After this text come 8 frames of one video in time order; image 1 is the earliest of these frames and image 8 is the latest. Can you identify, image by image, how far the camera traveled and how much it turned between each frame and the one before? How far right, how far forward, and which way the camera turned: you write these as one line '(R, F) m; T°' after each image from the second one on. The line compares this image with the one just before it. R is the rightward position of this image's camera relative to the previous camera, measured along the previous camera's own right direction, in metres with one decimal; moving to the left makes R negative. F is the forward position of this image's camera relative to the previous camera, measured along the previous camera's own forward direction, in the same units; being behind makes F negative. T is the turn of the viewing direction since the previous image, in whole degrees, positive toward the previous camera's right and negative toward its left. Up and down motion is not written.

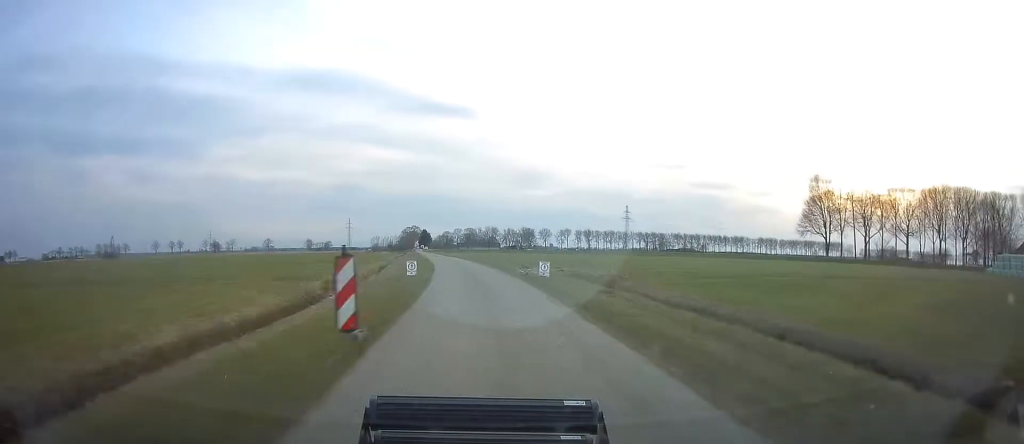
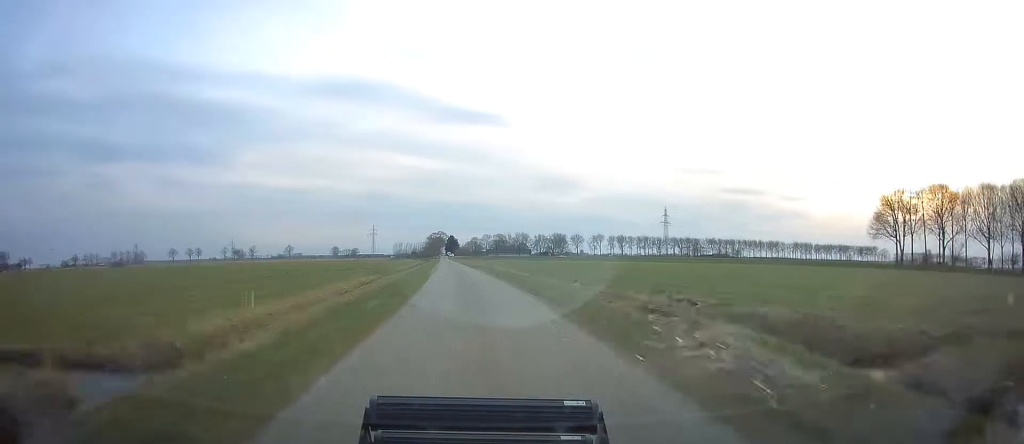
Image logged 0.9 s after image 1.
(-0.4, +21.8) m; -3°
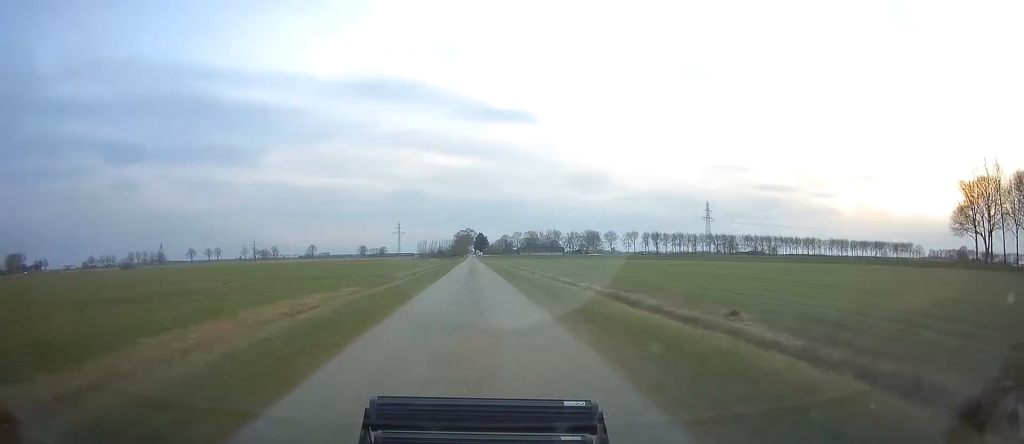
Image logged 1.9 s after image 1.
(-0.8, +22.5) m; -3°
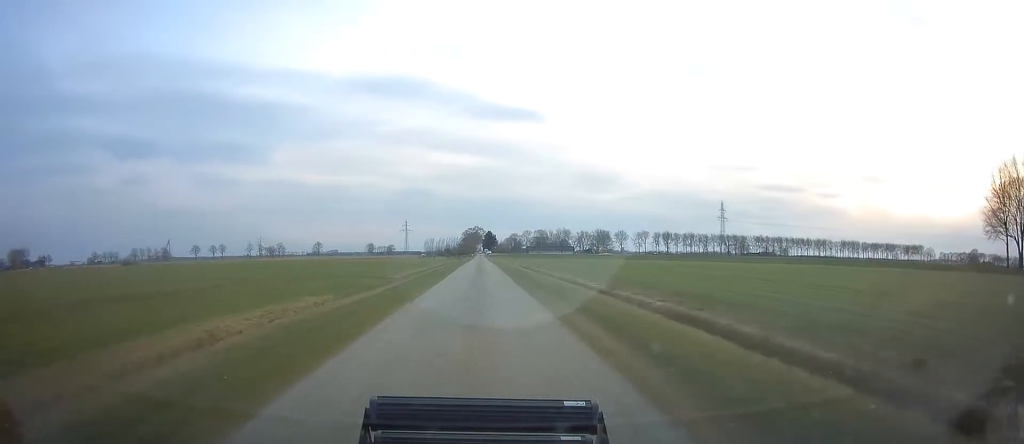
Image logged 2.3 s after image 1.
(-0.3, +9.2) m; -1°
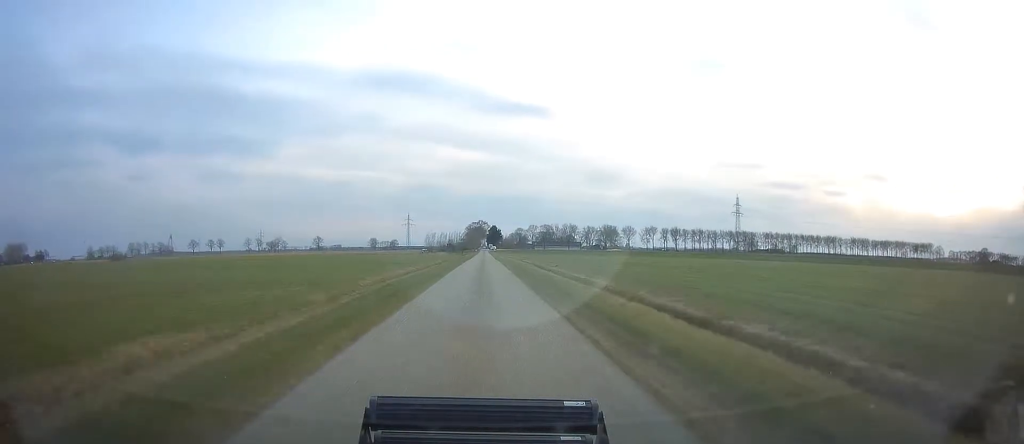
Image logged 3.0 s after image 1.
(0.0, +14.3) m; -1°
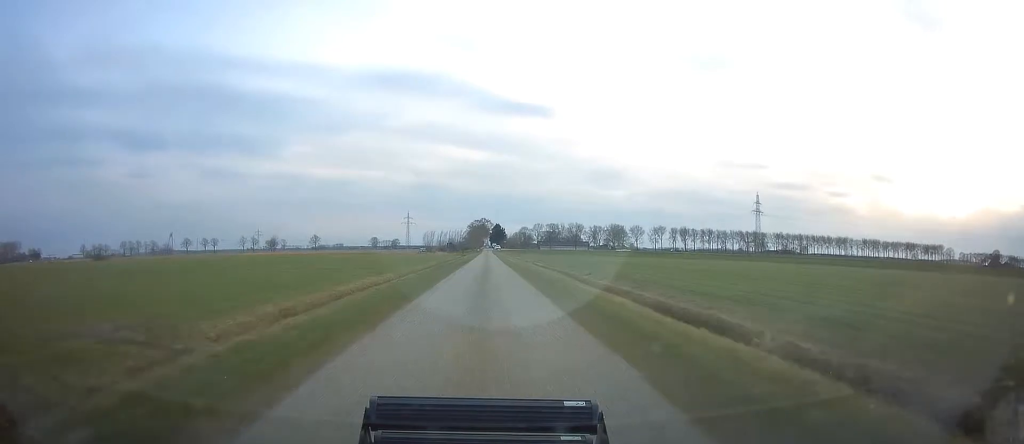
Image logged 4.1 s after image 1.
(-0.1, +20.5) m; -1°
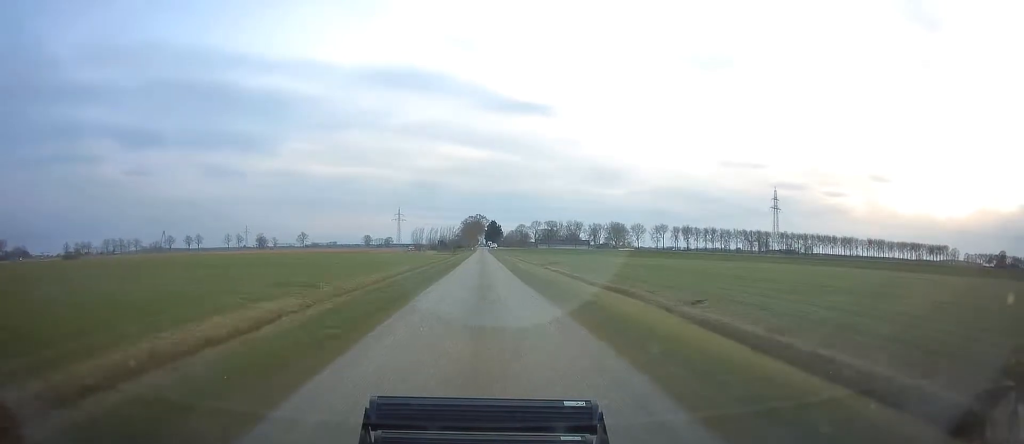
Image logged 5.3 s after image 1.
(-0.2, +24.5) m; 0°
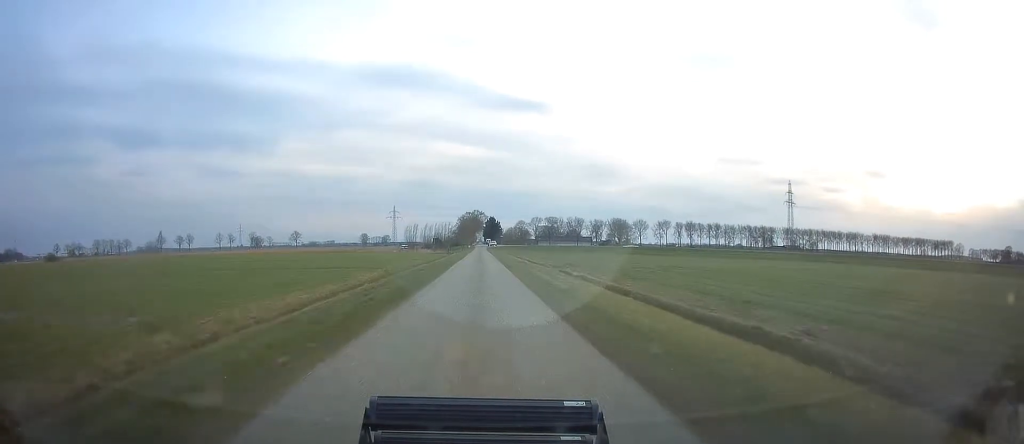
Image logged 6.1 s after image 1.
(+0.1, +14.9) m; 0°
